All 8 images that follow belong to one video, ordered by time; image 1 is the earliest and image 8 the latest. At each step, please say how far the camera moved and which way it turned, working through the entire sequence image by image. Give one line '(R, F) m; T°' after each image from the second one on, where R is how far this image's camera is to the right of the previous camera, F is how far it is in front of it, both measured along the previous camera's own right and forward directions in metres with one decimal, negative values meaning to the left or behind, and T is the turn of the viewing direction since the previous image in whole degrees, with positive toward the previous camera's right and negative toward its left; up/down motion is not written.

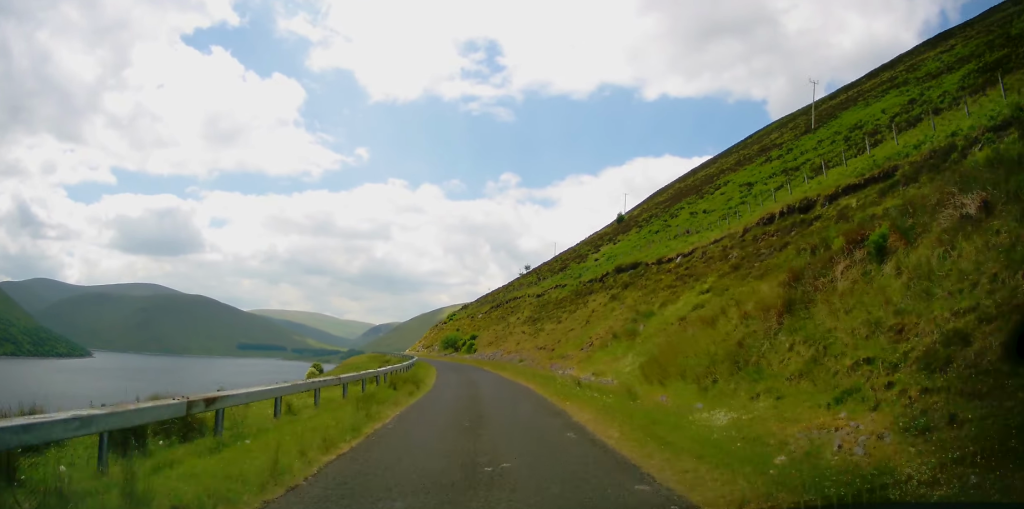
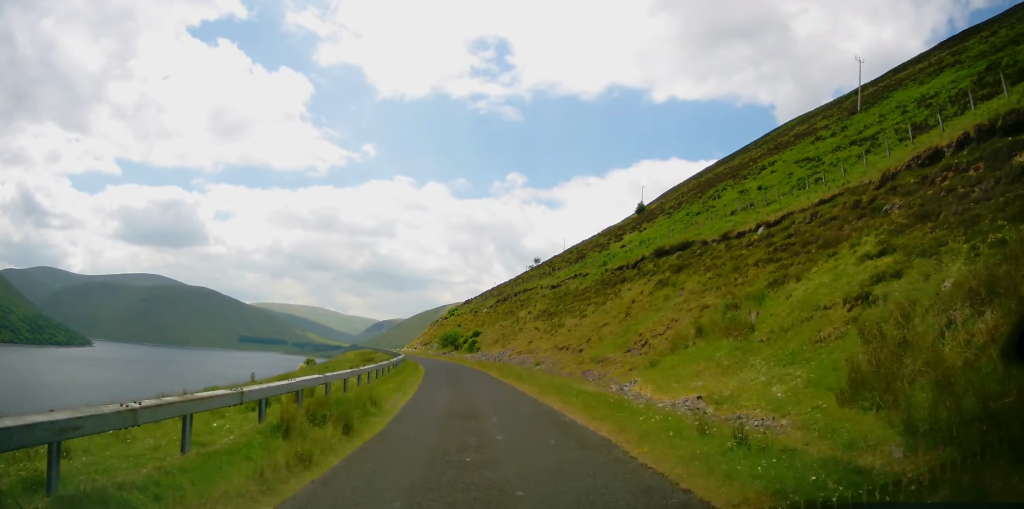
(+0.1, +10.4) m; -1°
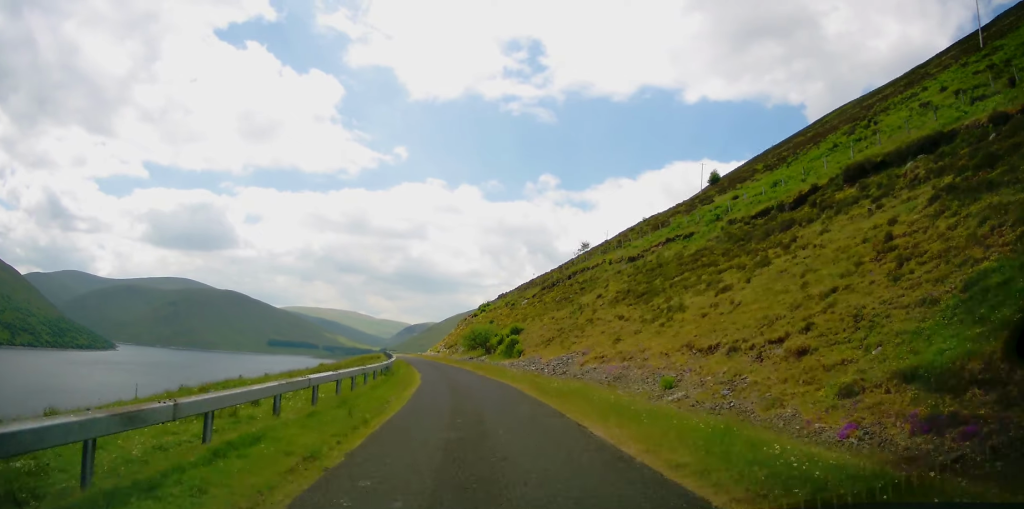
(-0.7, +20.8) m; -3°
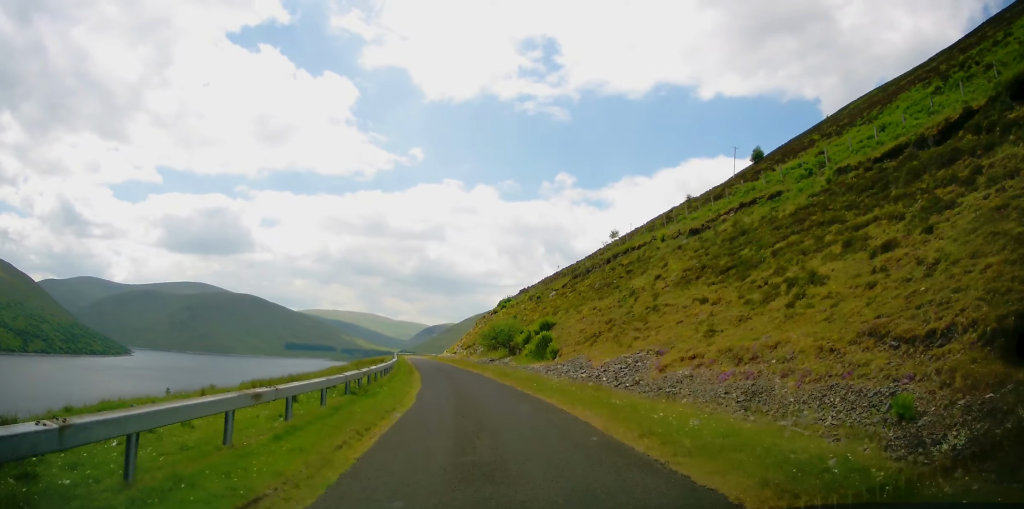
(-0.1, +9.3) m; -2°
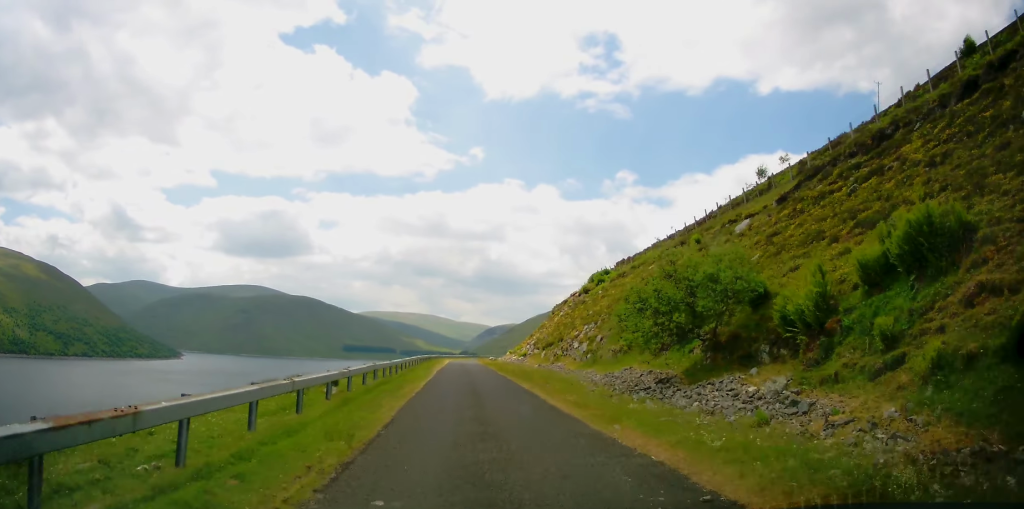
(-2.1, +32.6) m; -6°
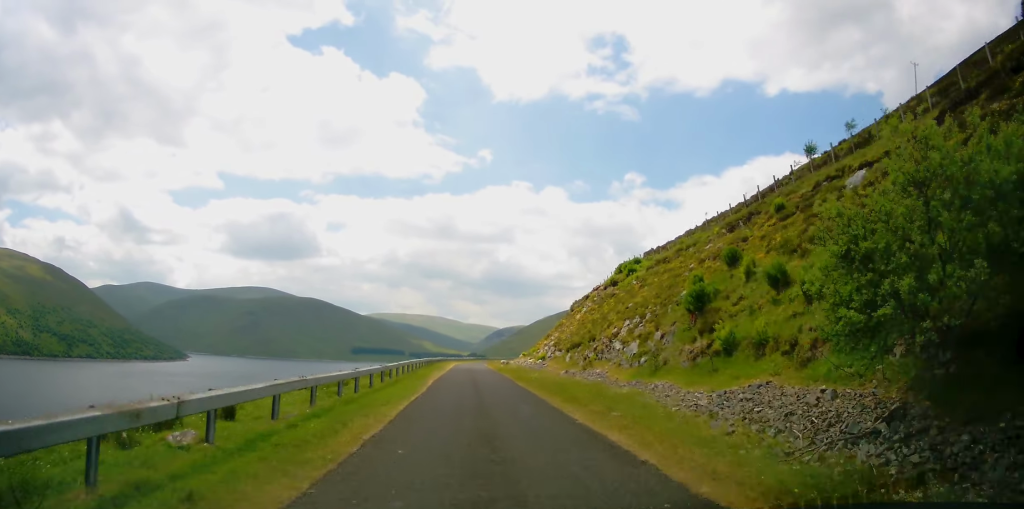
(-0.2, +8.5) m; 0°
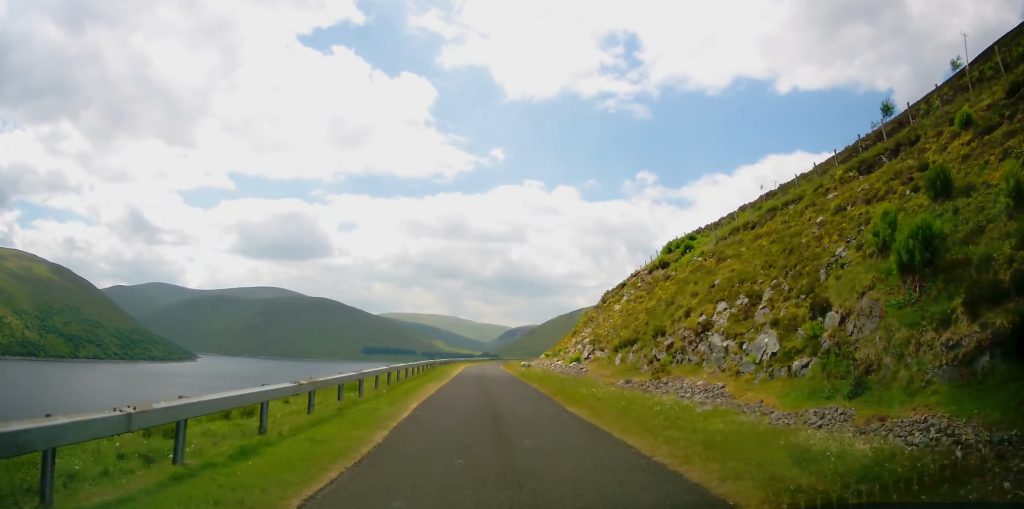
(+0.3, +10.5) m; +1°
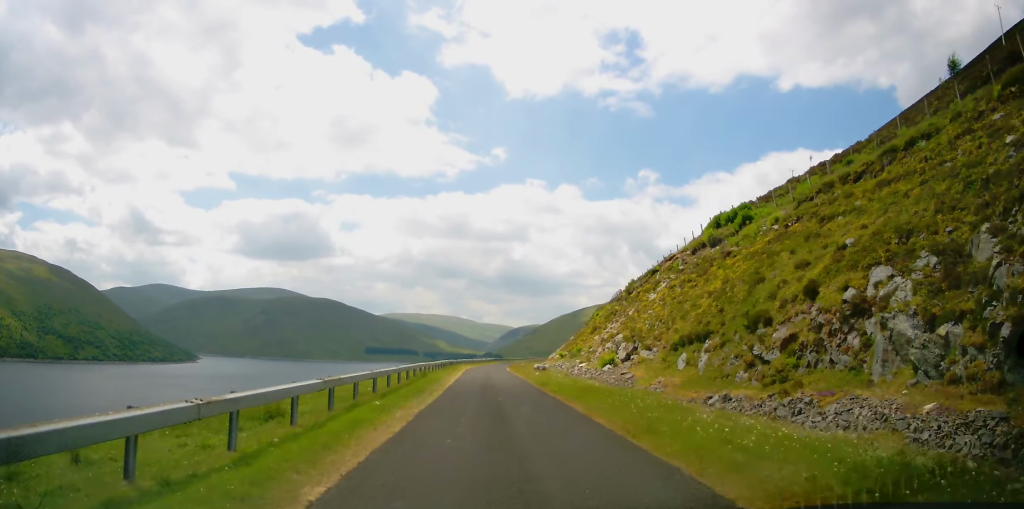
(0.0, +8.4) m; -1°
